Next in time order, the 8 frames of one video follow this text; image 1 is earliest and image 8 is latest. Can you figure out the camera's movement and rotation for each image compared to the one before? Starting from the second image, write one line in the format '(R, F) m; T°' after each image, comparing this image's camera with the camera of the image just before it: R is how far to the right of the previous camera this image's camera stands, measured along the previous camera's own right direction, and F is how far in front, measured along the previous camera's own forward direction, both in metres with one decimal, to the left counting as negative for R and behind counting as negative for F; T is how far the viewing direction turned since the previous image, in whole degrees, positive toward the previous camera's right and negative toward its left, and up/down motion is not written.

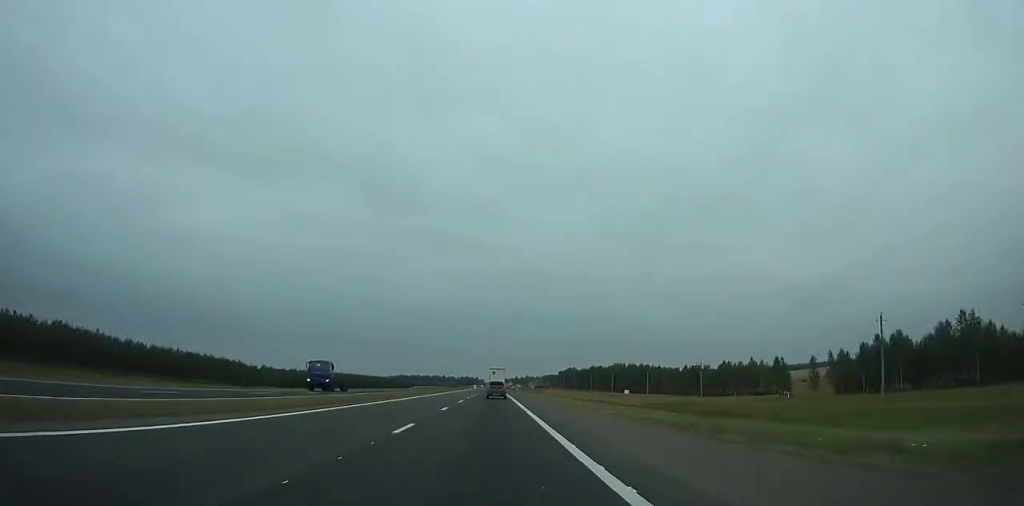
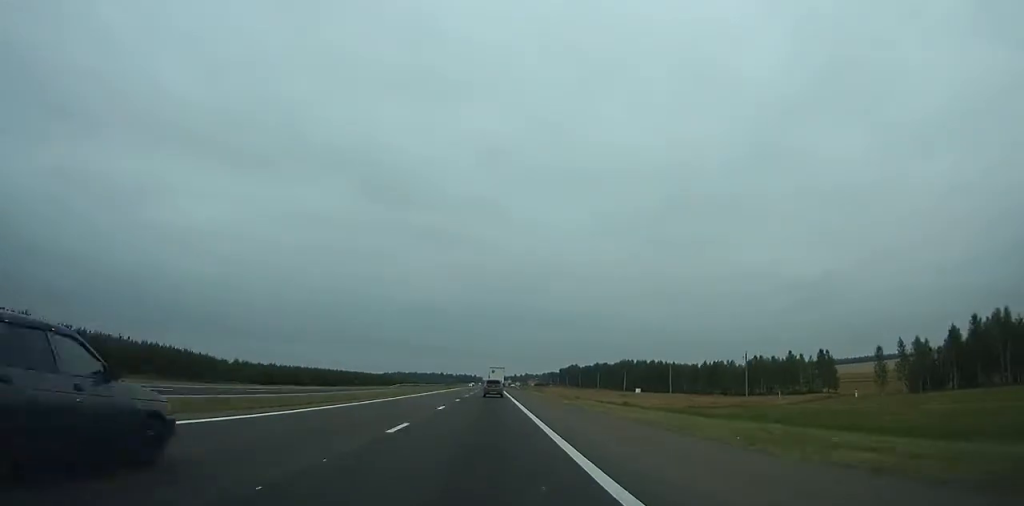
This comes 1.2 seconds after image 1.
(+0.1, +23.7) m; 0°
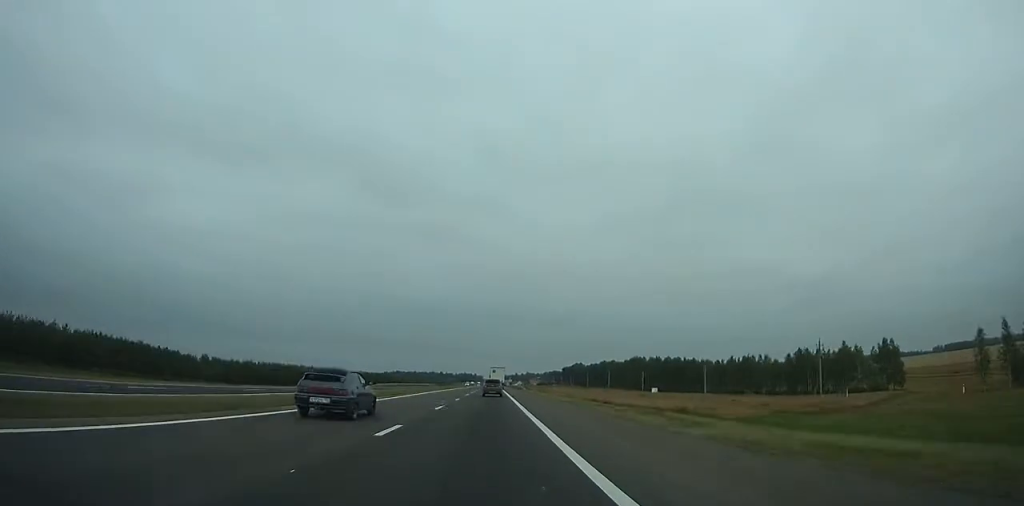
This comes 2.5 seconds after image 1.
(+0.1, +25.6) m; 0°
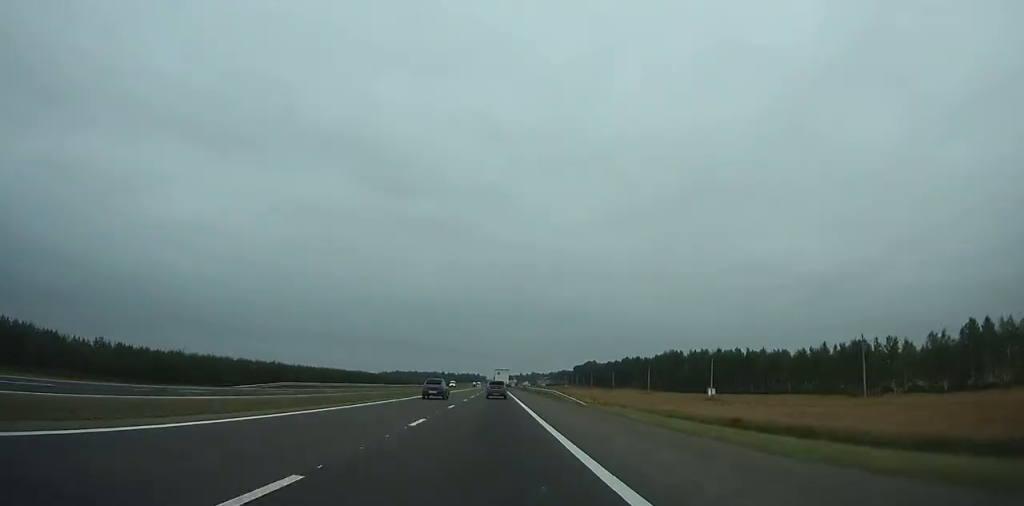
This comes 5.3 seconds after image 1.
(-0.1, +55.7) m; 0°
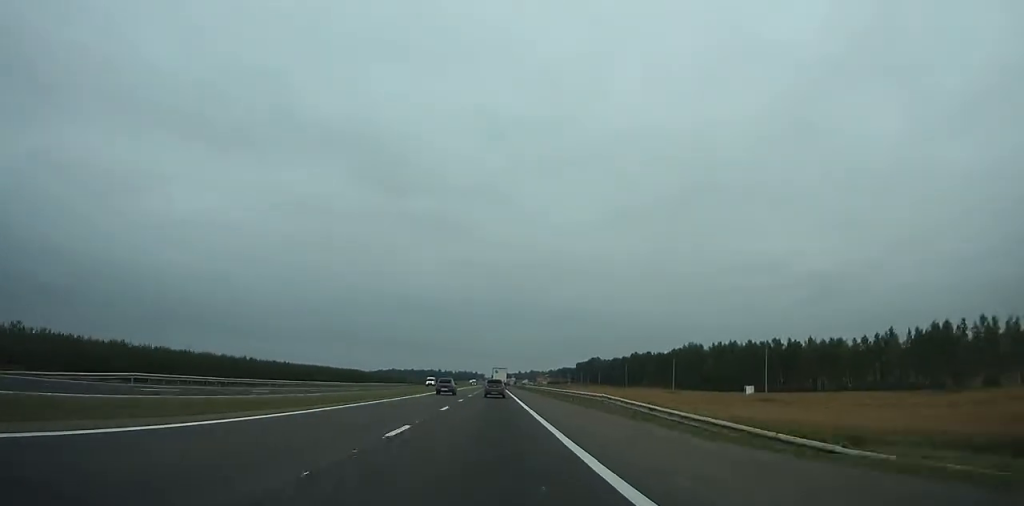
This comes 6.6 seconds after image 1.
(0.0, +26.1) m; 0°
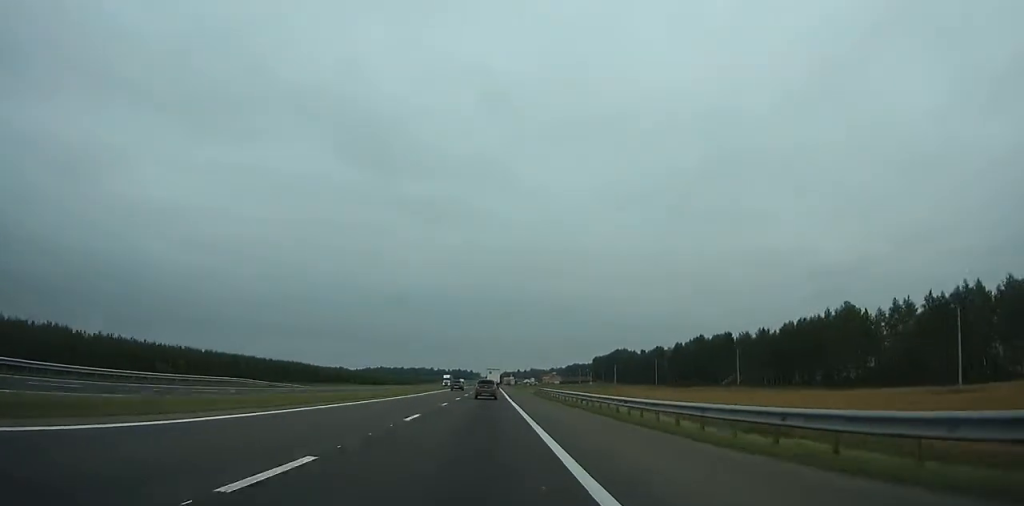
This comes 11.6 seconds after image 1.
(+0.4, +101.8) m; 0°
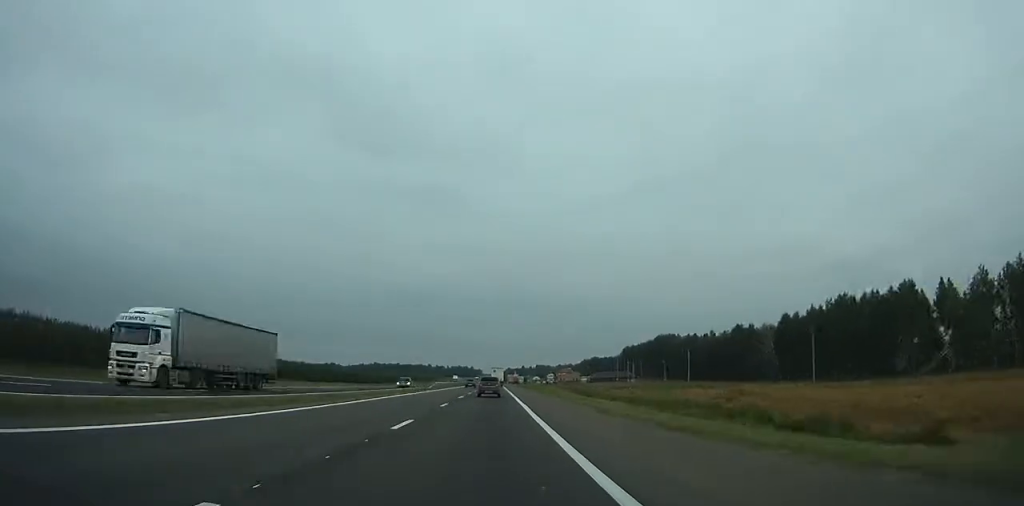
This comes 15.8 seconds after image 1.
(-0.4, +85.9) m; 0°
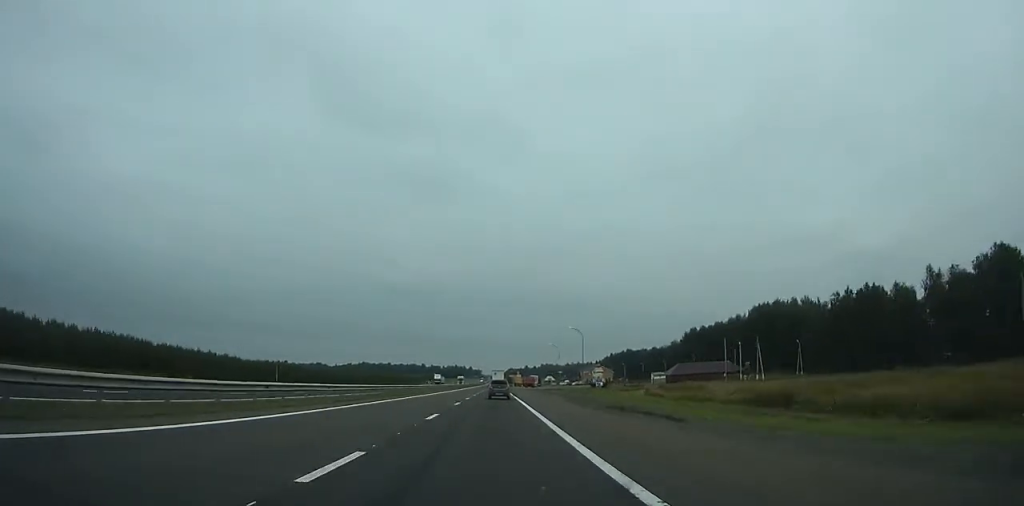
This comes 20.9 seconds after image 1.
(0.0, +103.1) m; 0°
